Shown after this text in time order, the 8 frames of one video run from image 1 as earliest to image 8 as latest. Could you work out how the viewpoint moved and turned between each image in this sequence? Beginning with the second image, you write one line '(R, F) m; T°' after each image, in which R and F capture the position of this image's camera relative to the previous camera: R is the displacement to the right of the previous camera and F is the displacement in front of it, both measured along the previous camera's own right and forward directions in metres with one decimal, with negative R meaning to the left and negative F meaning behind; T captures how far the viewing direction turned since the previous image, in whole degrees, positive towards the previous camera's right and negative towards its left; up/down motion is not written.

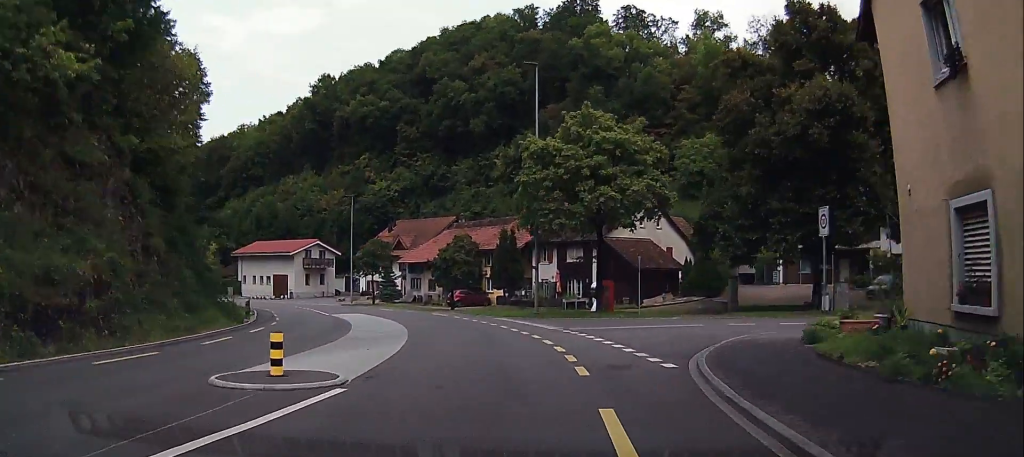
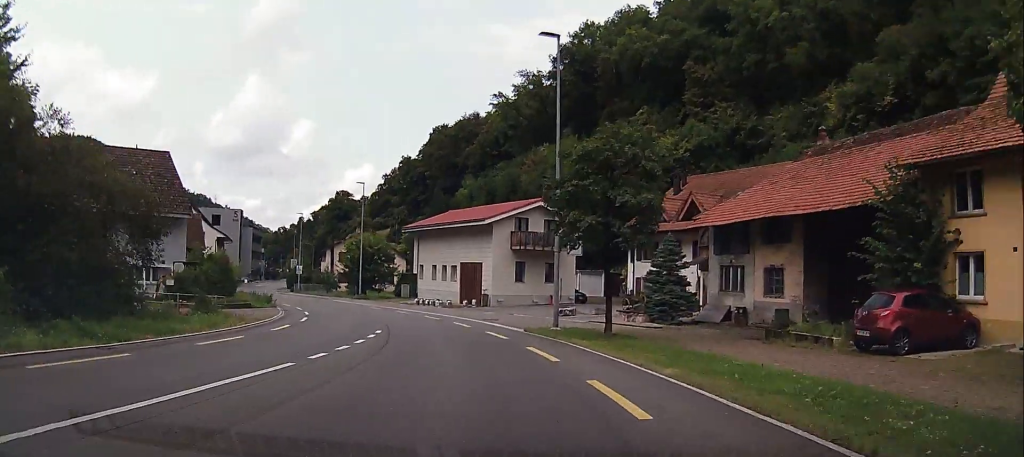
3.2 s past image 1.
(-4.3, +40.8) m; -15°
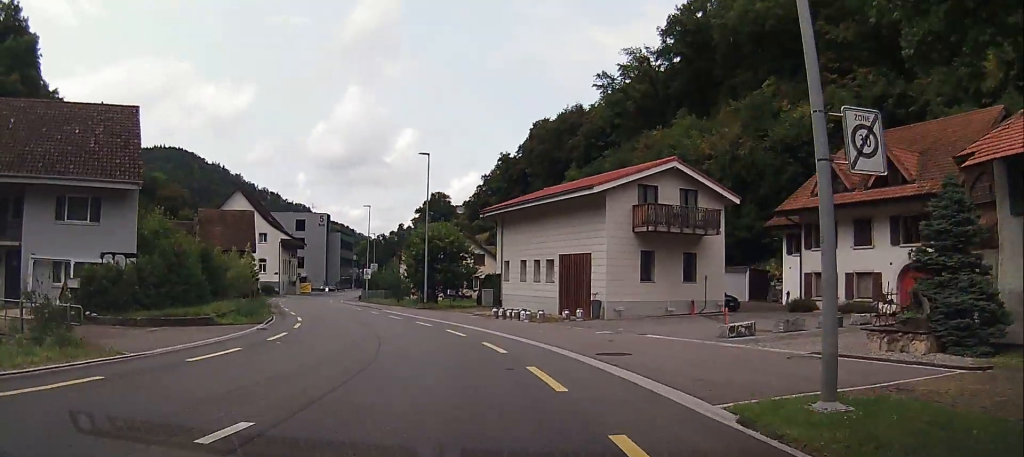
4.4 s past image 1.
(-0.6, +14.7) m; -6°
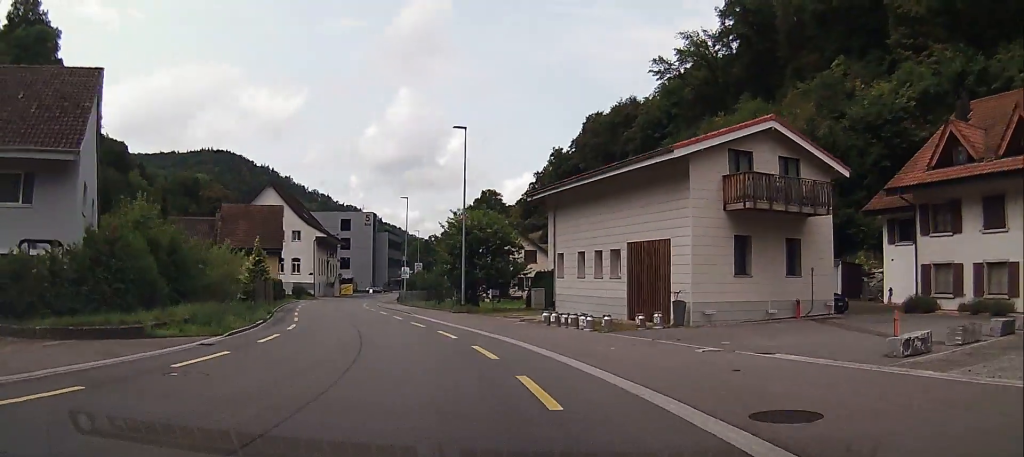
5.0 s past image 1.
(-0.4, +7.0) m; -4°
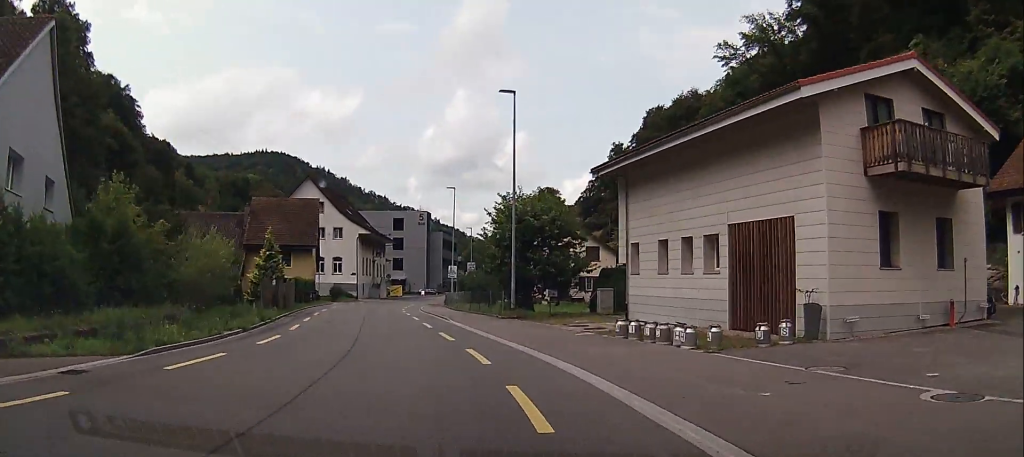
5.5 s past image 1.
(-0.1, +6.6) m; -4°
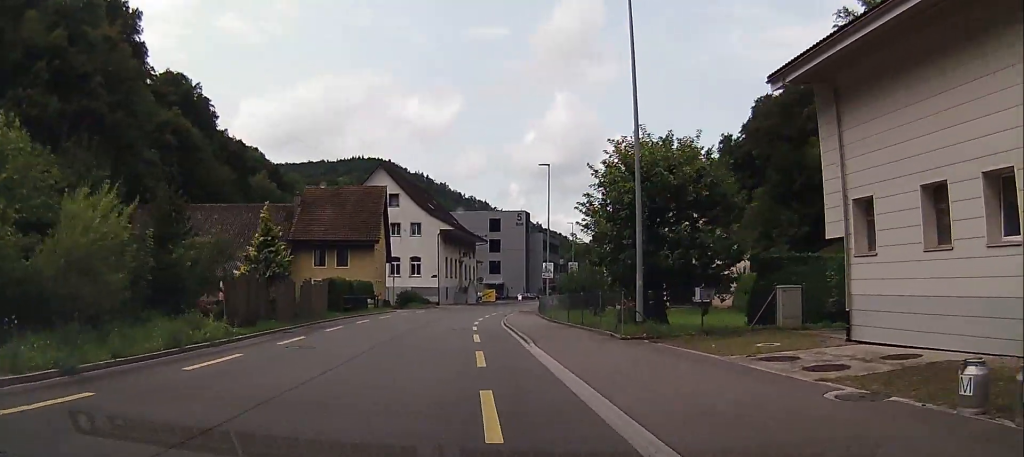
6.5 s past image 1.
(-0.8, +11.7) m; -8°
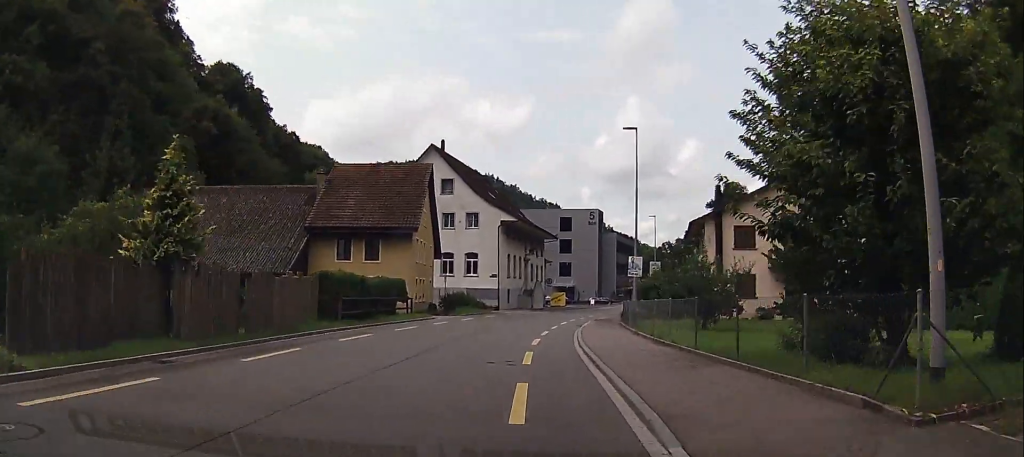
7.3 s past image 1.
(-0.5, +10.6) m; -7°
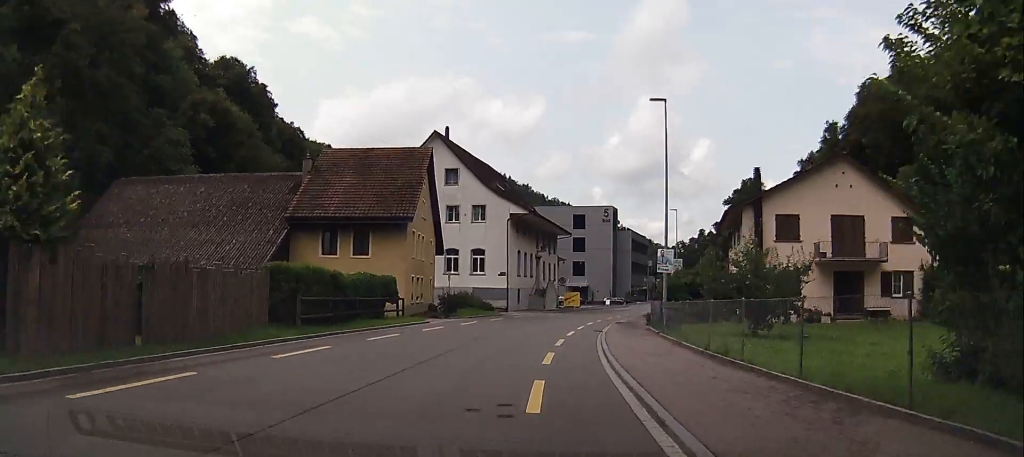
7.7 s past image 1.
(-0.3, +5.3) m; -4°
